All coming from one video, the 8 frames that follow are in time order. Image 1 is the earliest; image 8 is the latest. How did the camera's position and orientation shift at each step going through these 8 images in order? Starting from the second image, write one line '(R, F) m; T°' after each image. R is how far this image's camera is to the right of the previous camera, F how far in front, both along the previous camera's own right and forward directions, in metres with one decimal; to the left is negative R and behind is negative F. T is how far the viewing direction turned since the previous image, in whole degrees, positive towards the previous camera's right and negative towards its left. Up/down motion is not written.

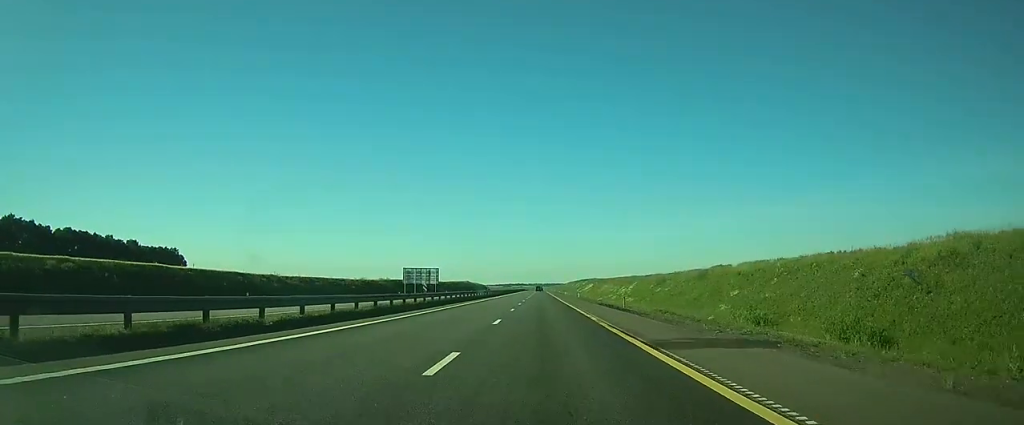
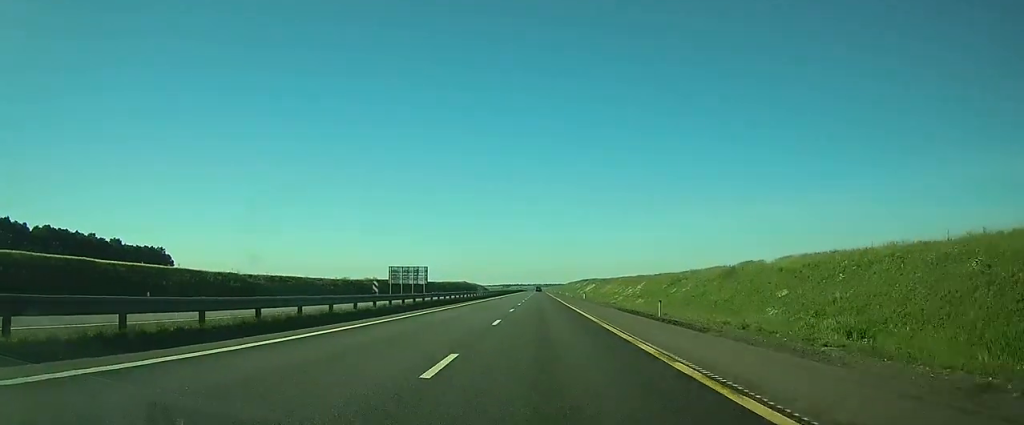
(0.0, +12.3) m; 0°
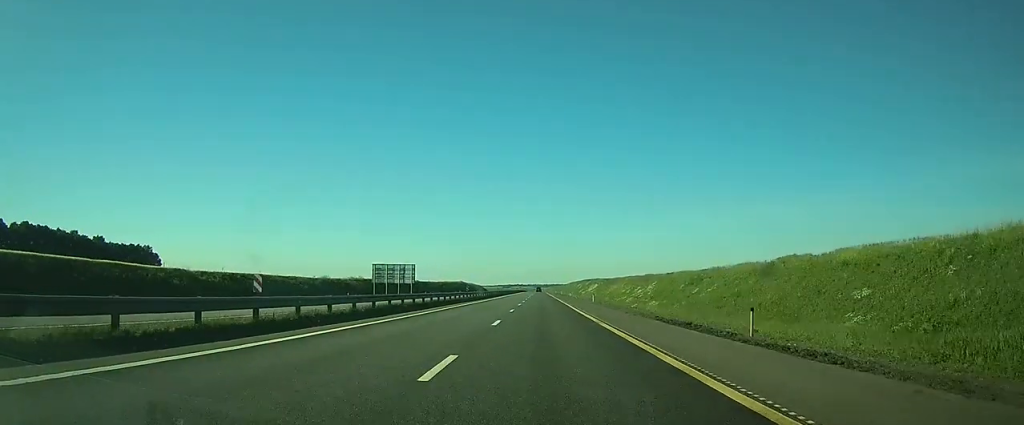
(0.0, +12.3) m; 0°
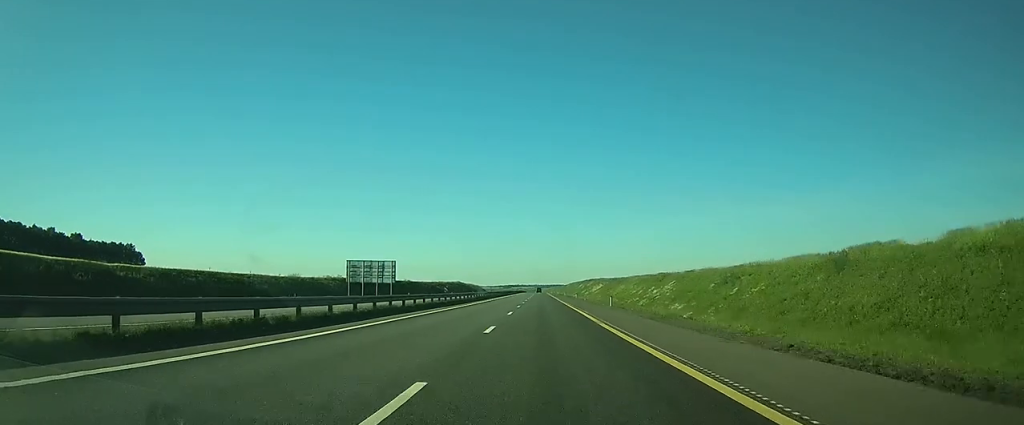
(-0.1, +15.3) m; 0°
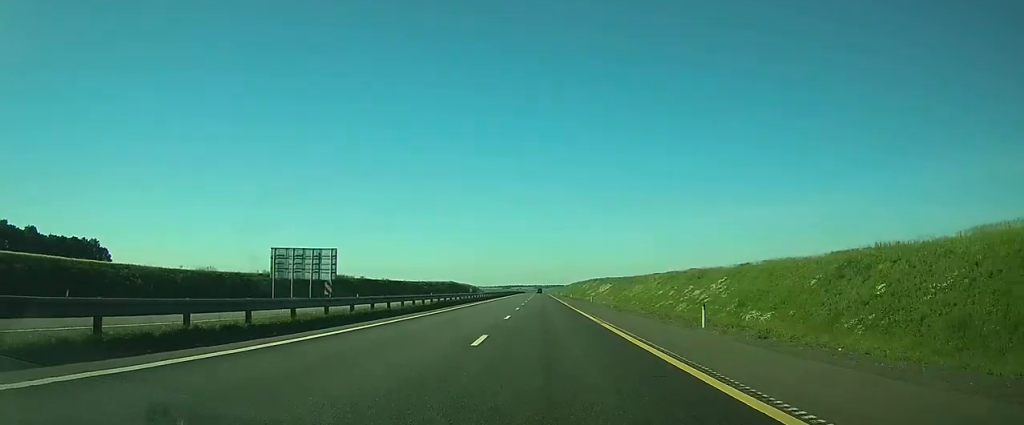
(-0.1, +28.0) m; 0°
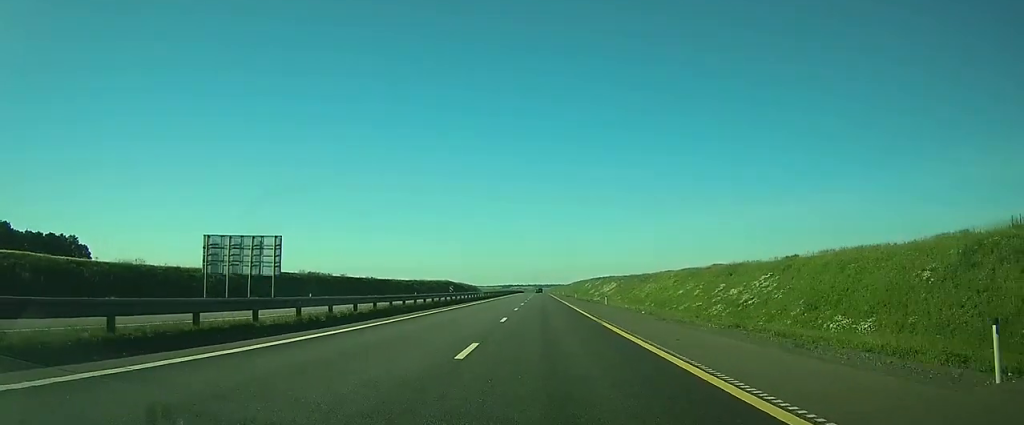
(-0.1, +14.9) m; 0°
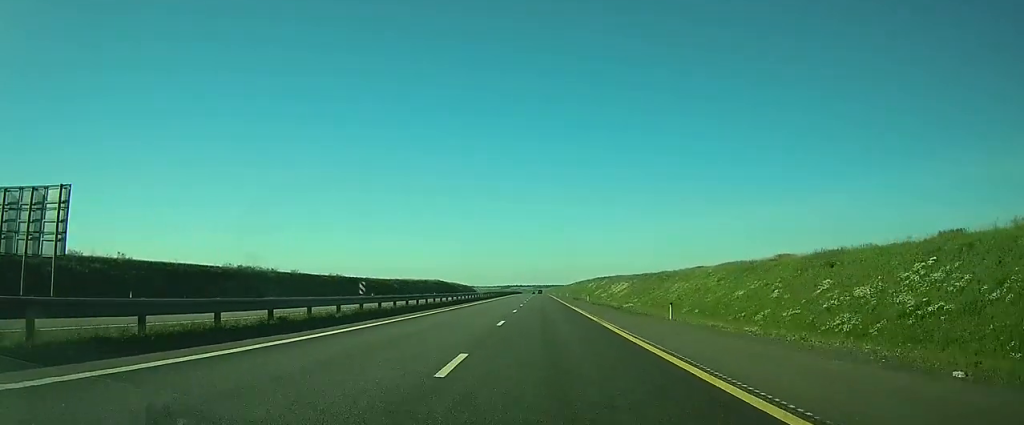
(0.0, +26.4) m; 0°
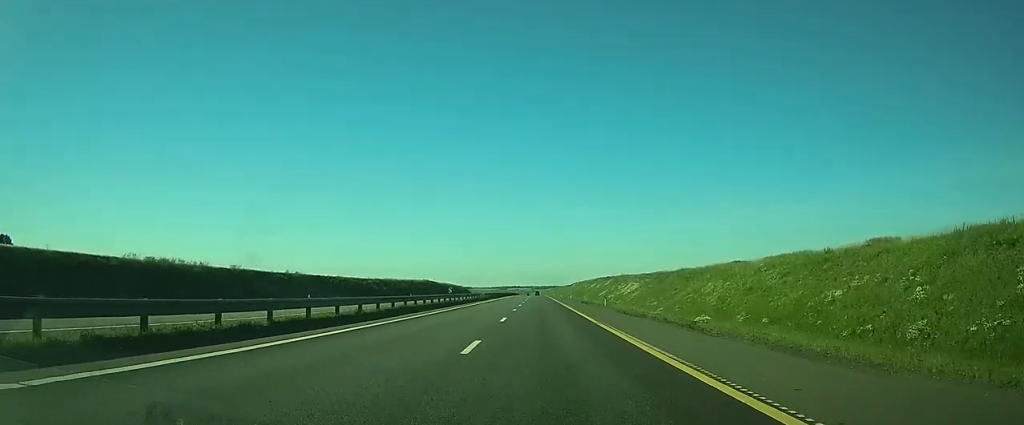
(+0.1, +20.9) m; 0°
